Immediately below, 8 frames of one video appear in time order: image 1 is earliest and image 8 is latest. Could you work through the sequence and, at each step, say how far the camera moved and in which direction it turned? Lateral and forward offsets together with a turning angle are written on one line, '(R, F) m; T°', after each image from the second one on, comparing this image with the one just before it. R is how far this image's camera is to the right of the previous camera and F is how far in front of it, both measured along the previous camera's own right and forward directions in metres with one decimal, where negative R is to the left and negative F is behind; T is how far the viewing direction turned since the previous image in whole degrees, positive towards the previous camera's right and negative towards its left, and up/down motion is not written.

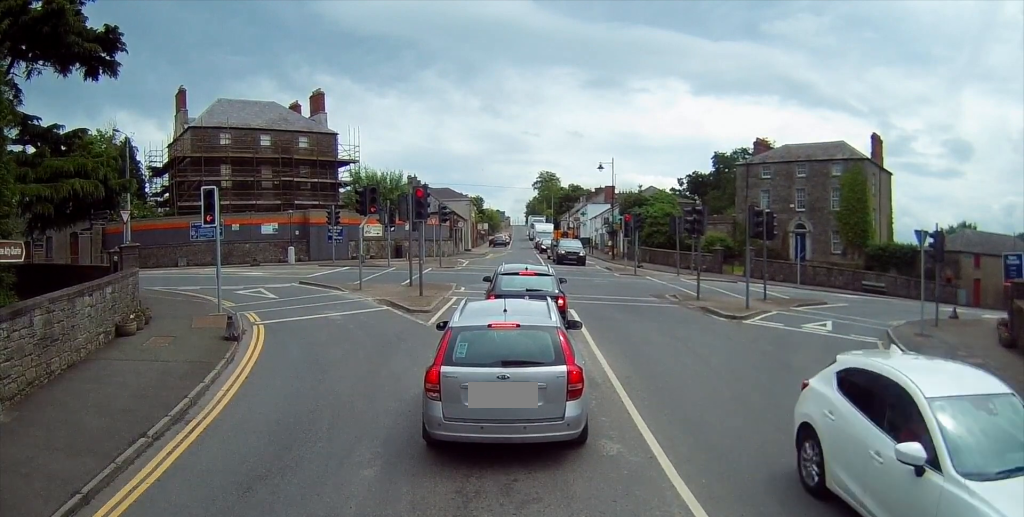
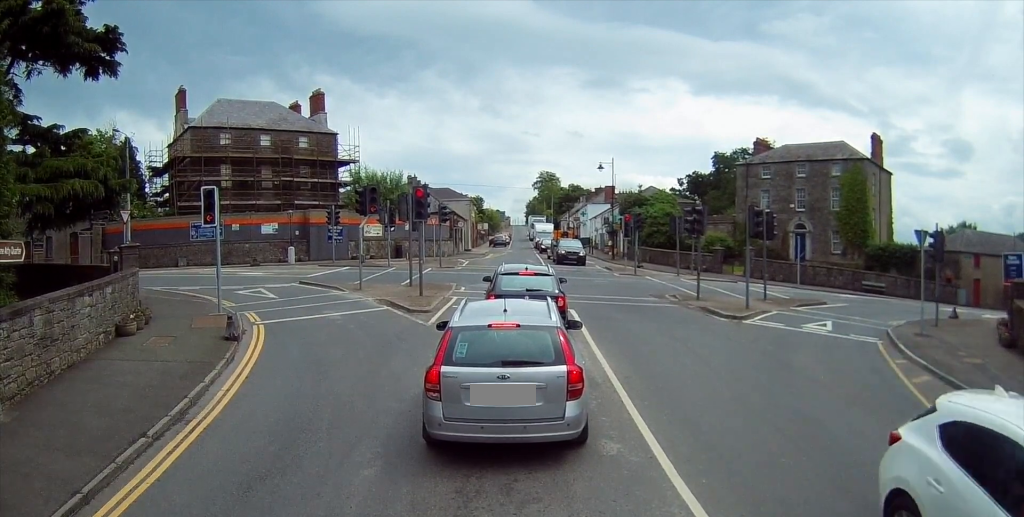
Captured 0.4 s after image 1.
(0.0, 0.0) m; 0°
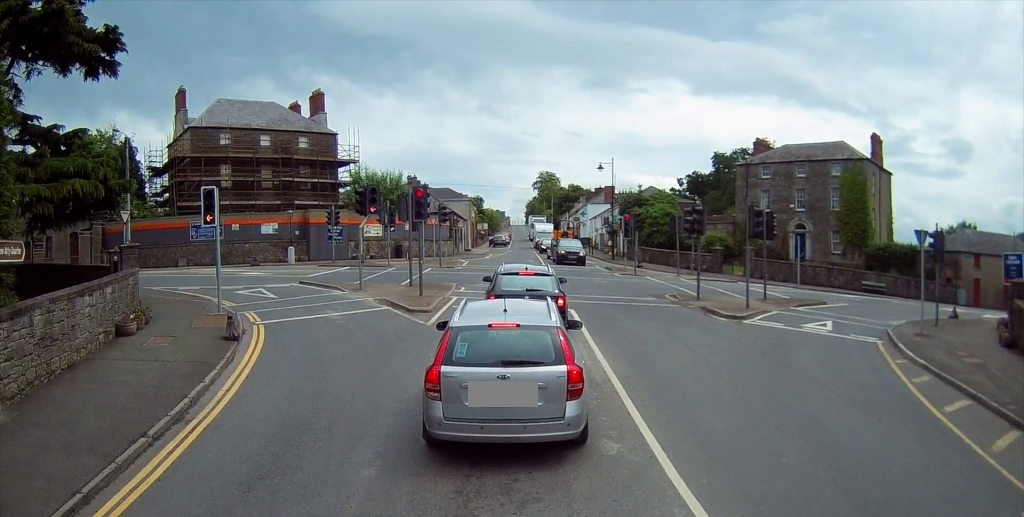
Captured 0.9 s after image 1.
(0.0, 0.0) m; 0°
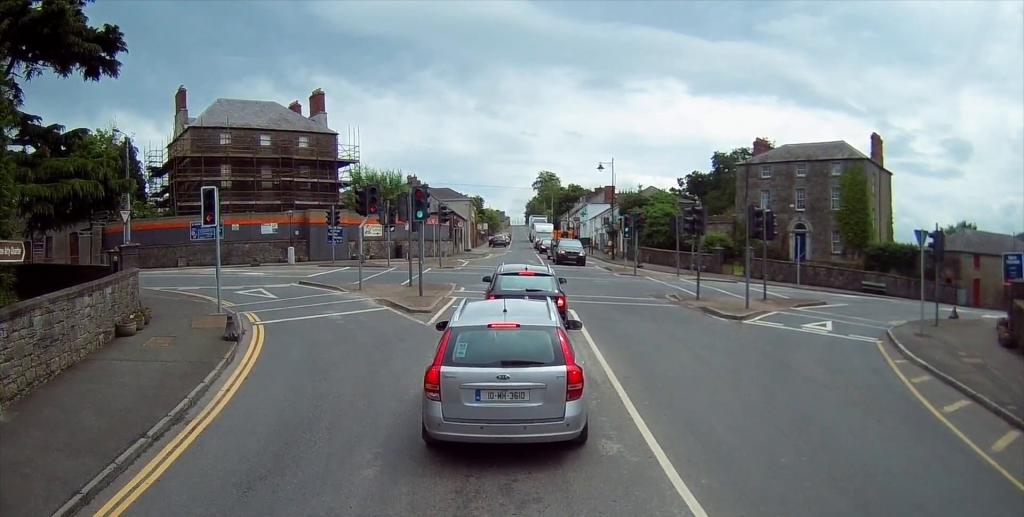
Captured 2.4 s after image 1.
(0.0, 0.0) m; 0°
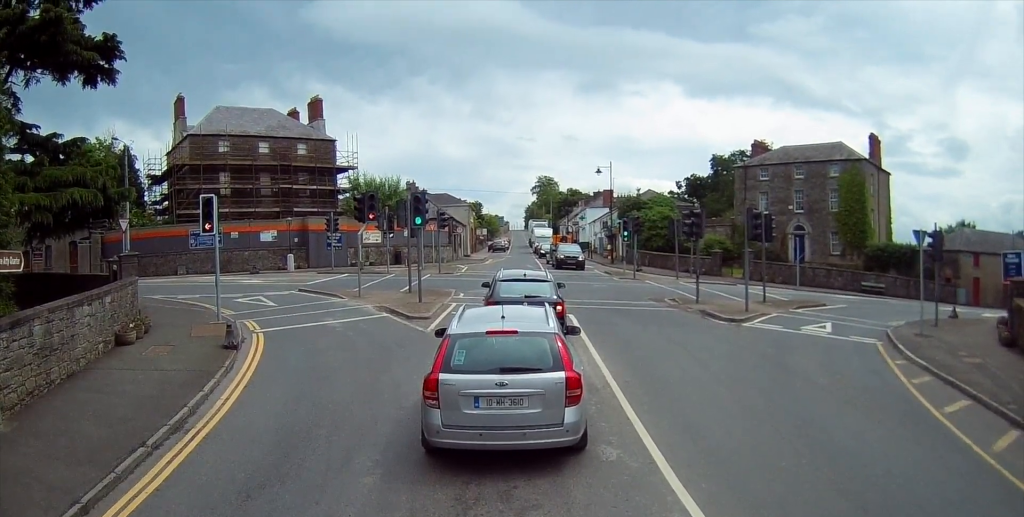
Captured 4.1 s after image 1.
(0.0, 0.0) m; 0°
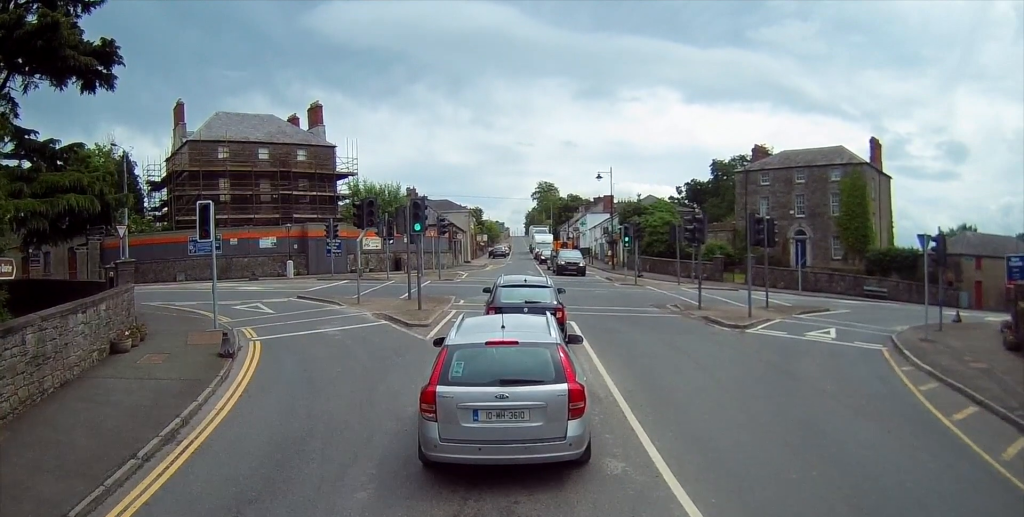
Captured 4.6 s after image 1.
(0.0, +0.1) m; 0°
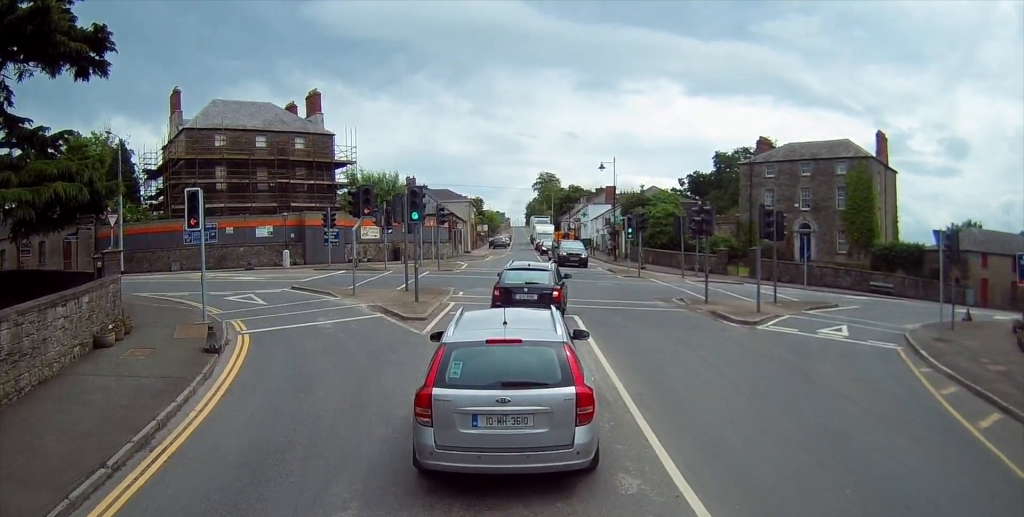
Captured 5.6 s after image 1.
(+0.3, +0.5) m; 0°
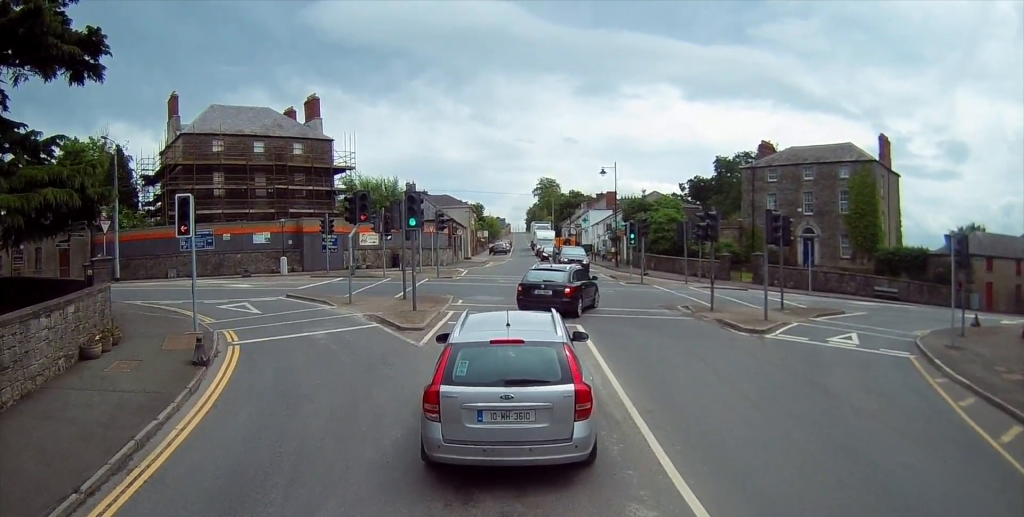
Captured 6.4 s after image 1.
(+0.4, +0.5) m; 0°
